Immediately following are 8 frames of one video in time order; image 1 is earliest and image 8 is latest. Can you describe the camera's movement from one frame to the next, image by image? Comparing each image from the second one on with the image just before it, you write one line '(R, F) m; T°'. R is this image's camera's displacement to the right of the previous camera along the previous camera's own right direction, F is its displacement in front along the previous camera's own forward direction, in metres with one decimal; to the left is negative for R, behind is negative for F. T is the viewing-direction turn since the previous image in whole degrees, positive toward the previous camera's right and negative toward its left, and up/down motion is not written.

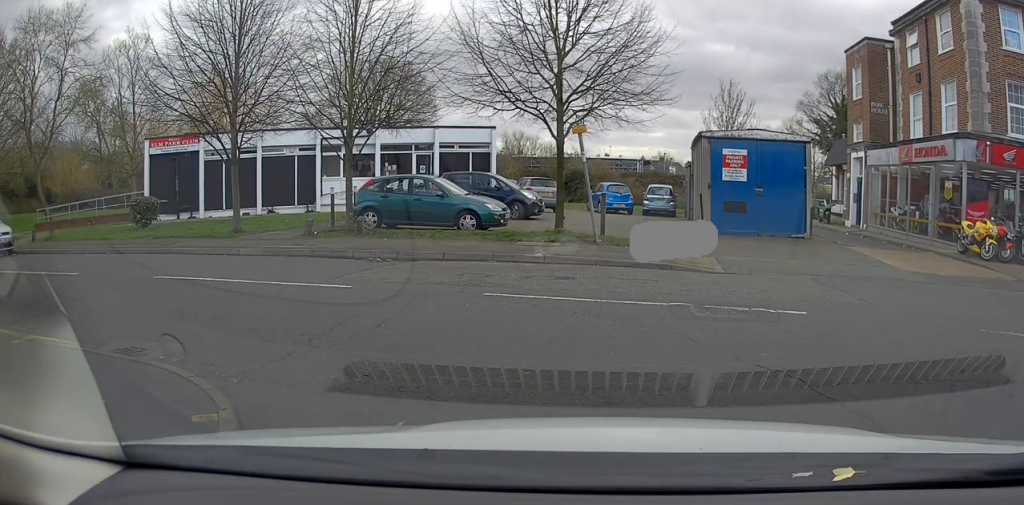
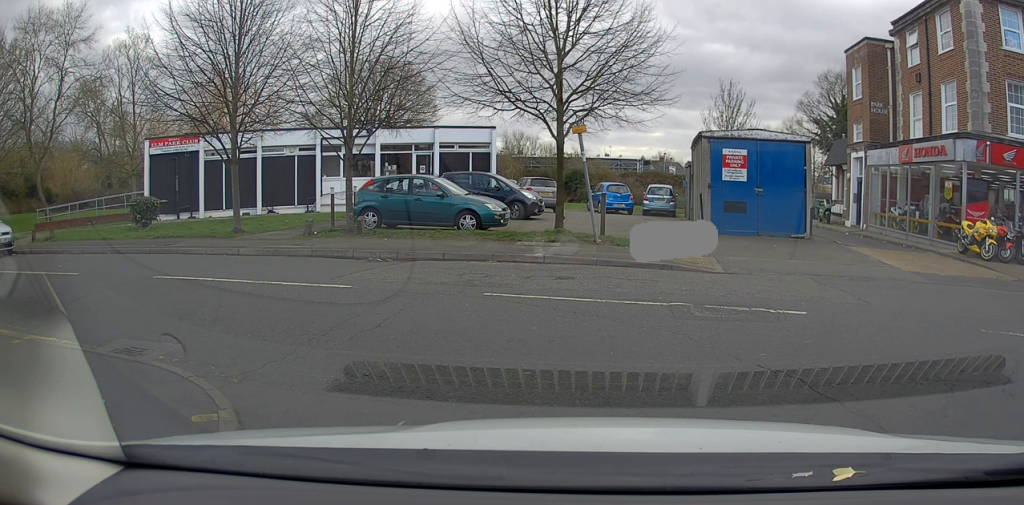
(0.0, 0.0) m; 0°
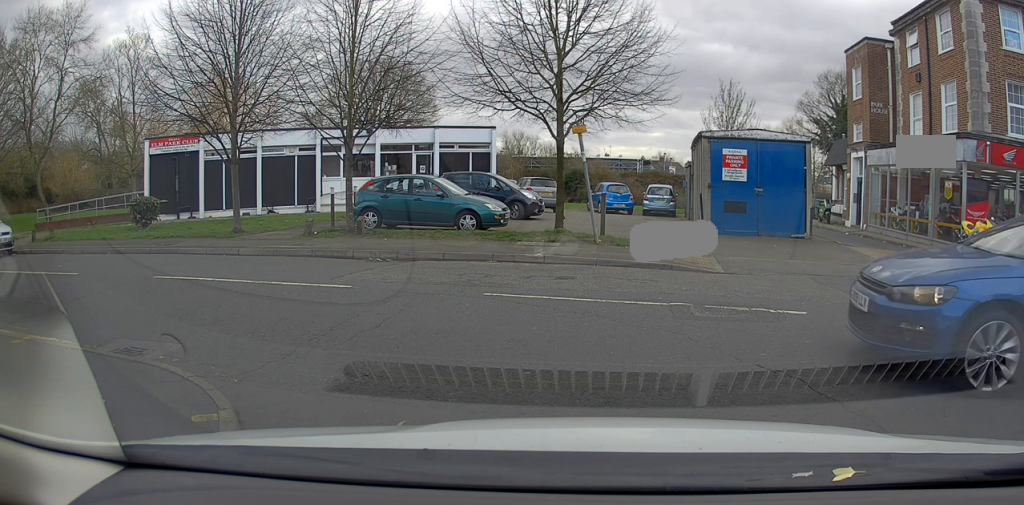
(0.0, 0.0) m; 0°
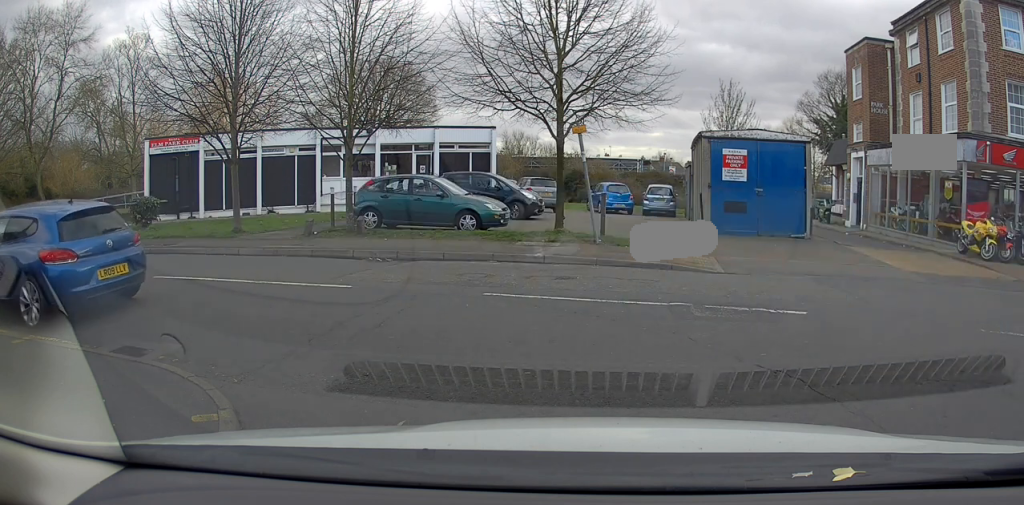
(0.0, 0.0) m; 0°
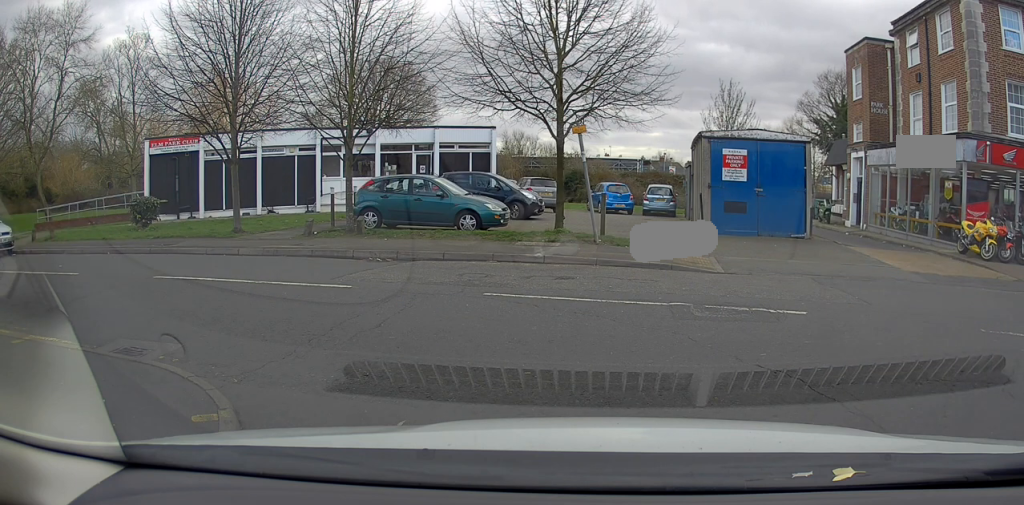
(0.0, 0.0) m; 0°
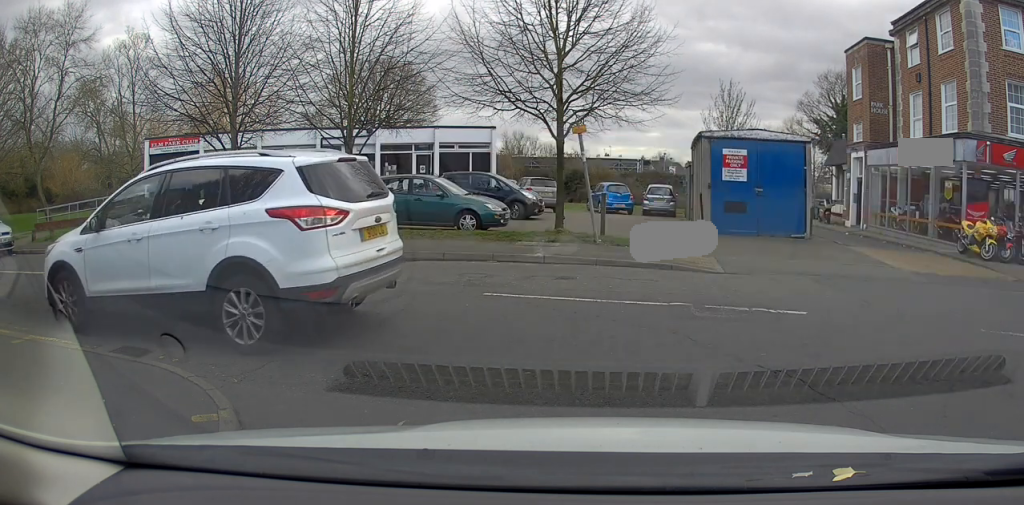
(0.0, 0.0) m; 0°
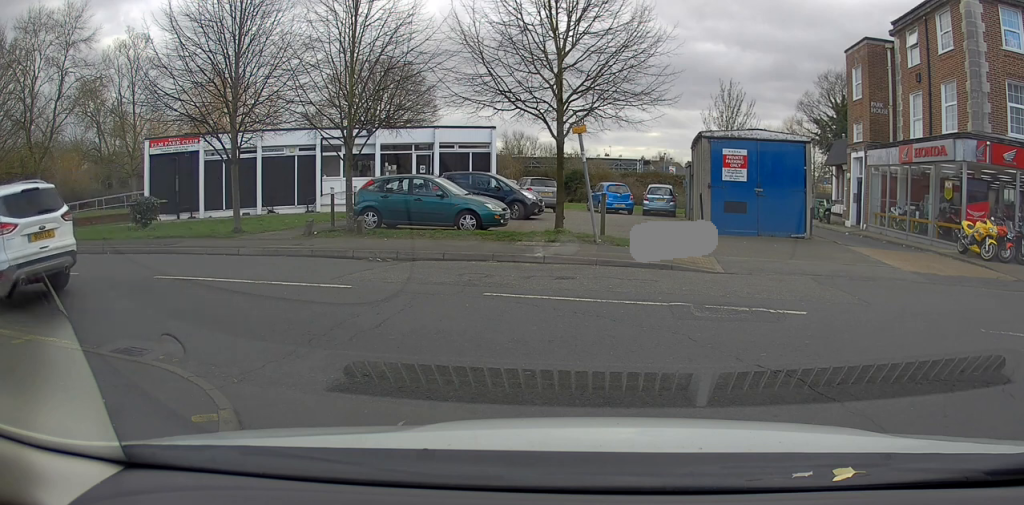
(0.0, 0.0) m; 0°
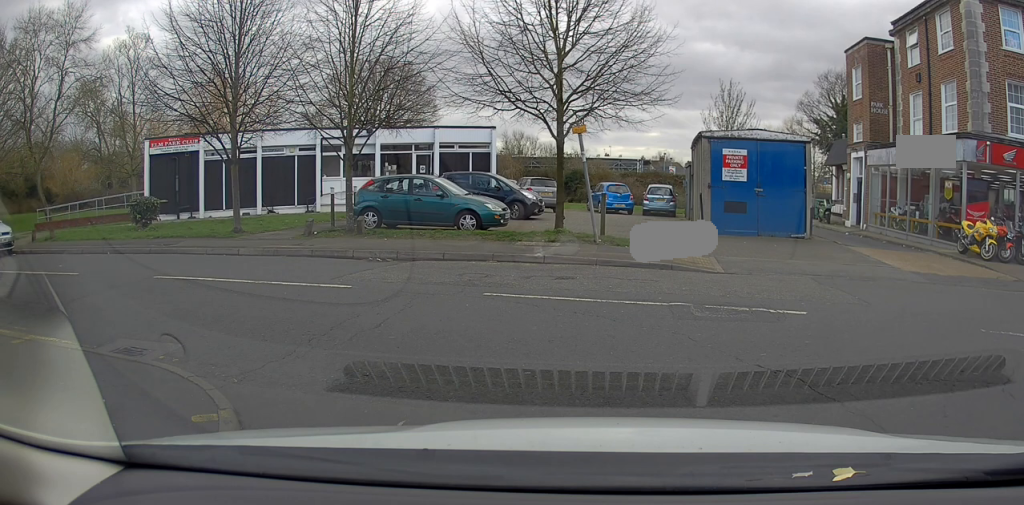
(0.0, 0.0) m; 0°
